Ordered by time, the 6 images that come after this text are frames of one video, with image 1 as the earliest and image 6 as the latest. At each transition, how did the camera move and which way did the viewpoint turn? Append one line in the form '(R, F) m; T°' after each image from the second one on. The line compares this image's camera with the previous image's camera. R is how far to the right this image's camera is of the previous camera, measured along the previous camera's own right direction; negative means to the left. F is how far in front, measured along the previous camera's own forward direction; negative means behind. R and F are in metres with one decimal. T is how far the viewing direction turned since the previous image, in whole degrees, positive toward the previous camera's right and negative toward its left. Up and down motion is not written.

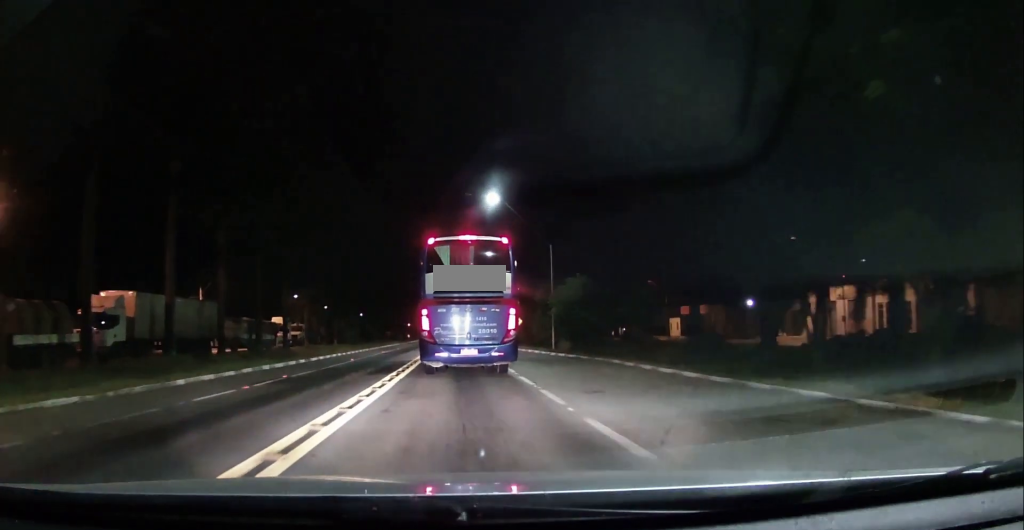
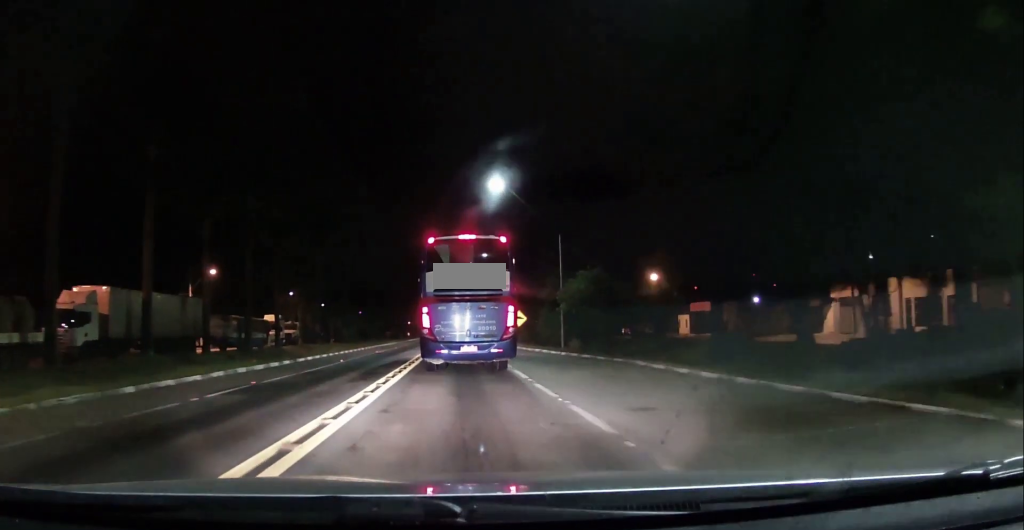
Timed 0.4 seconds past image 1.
(0.0, +2.9) m; 0°
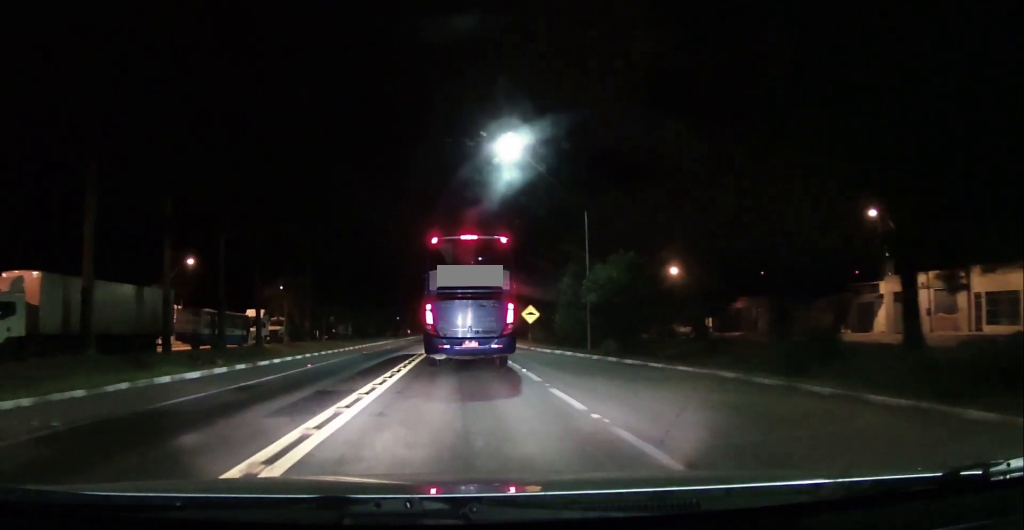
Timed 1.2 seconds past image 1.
(0.0, +6.6) m; -1°
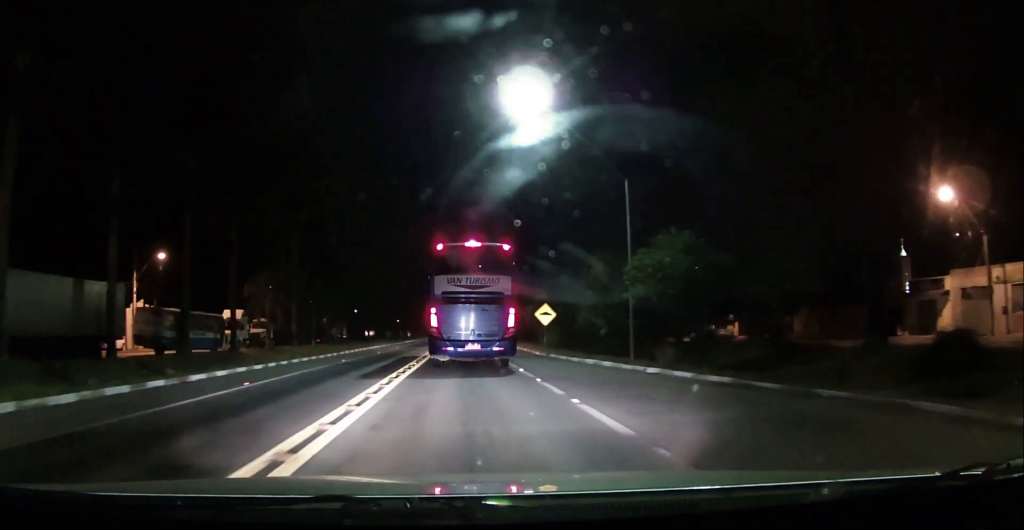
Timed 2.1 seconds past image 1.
(-0.2, +7.4) m; -1°
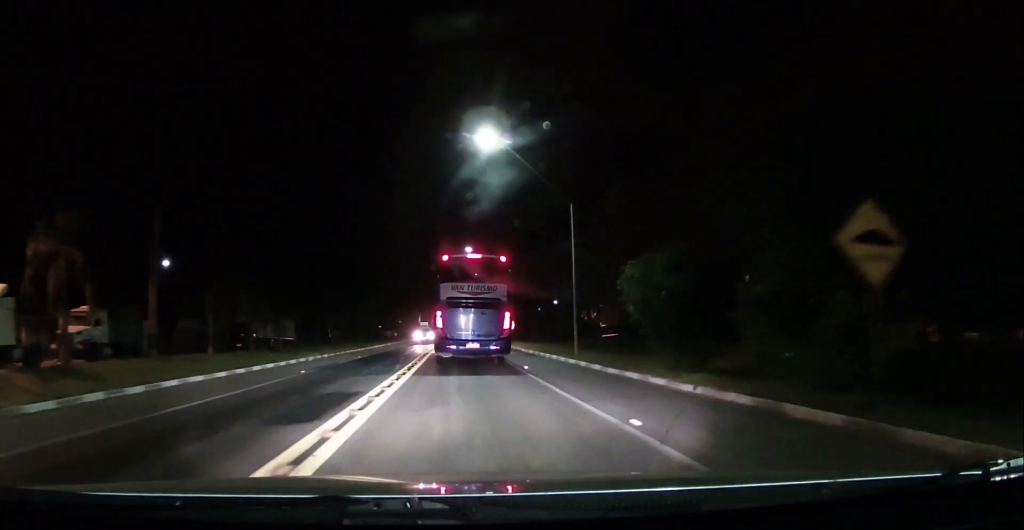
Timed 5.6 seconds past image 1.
(+0.3, +34.0) m; +2°
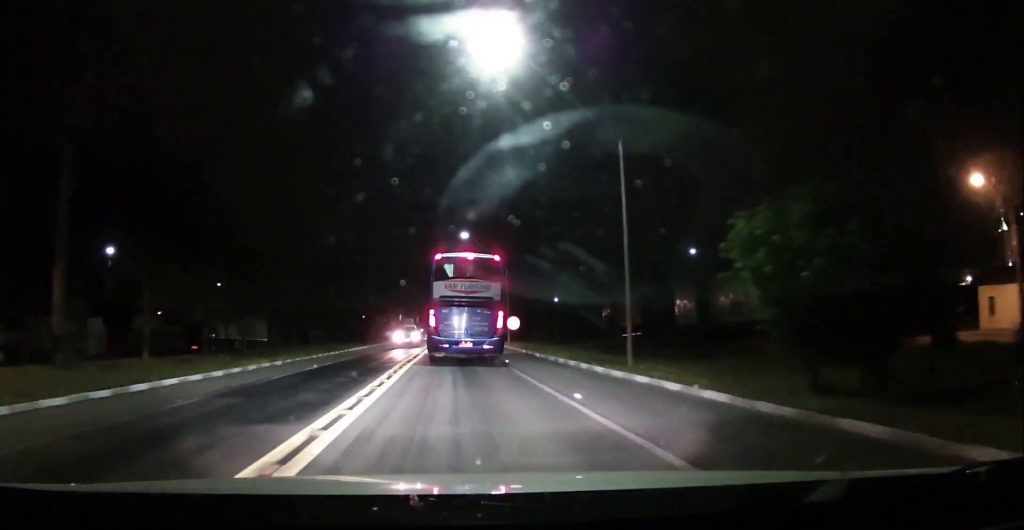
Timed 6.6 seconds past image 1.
(0.0, +9.7) m; 0°
